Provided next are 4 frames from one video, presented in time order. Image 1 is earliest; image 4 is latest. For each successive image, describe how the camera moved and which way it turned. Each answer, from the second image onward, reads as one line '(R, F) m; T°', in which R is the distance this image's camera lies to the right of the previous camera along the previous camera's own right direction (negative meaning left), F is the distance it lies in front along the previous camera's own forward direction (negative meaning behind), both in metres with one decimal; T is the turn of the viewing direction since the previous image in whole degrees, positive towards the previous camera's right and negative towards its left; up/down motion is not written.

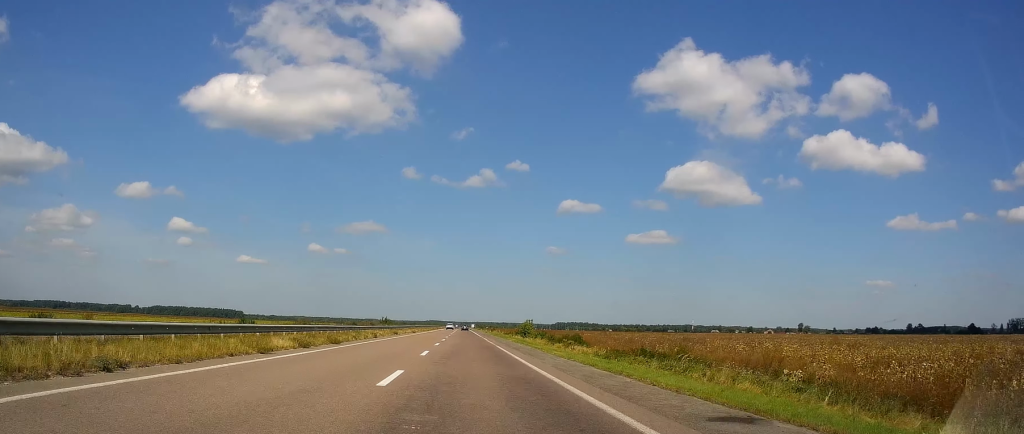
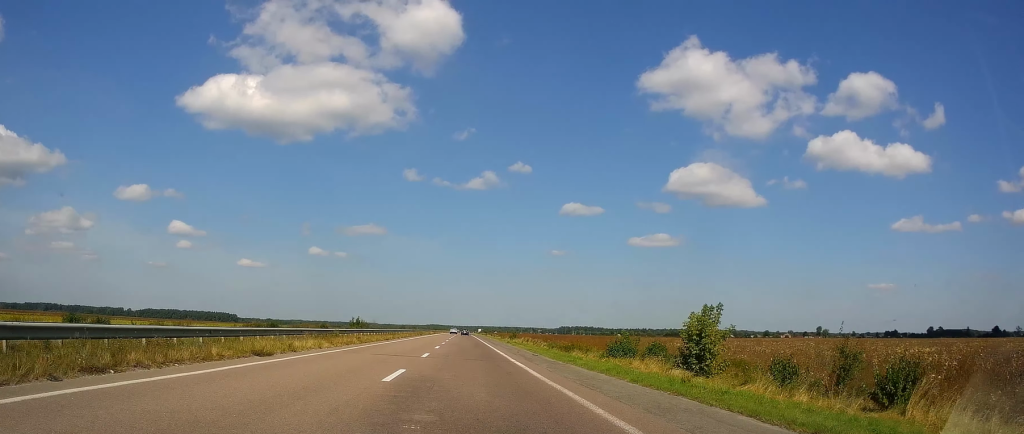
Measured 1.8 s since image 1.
(+0.3, +60.2) m; 0°
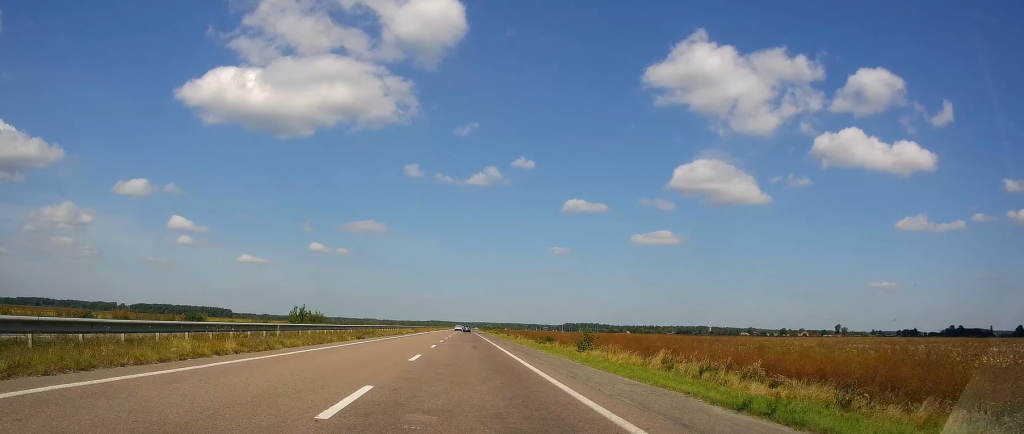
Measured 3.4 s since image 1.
(-0.3, +56.2) m; 0°
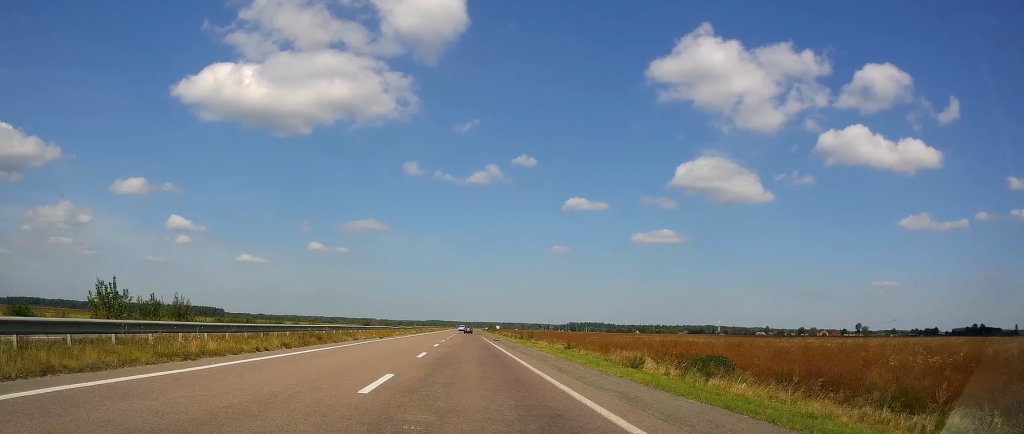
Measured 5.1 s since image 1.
(+0.1, +60.3) m; 0°
